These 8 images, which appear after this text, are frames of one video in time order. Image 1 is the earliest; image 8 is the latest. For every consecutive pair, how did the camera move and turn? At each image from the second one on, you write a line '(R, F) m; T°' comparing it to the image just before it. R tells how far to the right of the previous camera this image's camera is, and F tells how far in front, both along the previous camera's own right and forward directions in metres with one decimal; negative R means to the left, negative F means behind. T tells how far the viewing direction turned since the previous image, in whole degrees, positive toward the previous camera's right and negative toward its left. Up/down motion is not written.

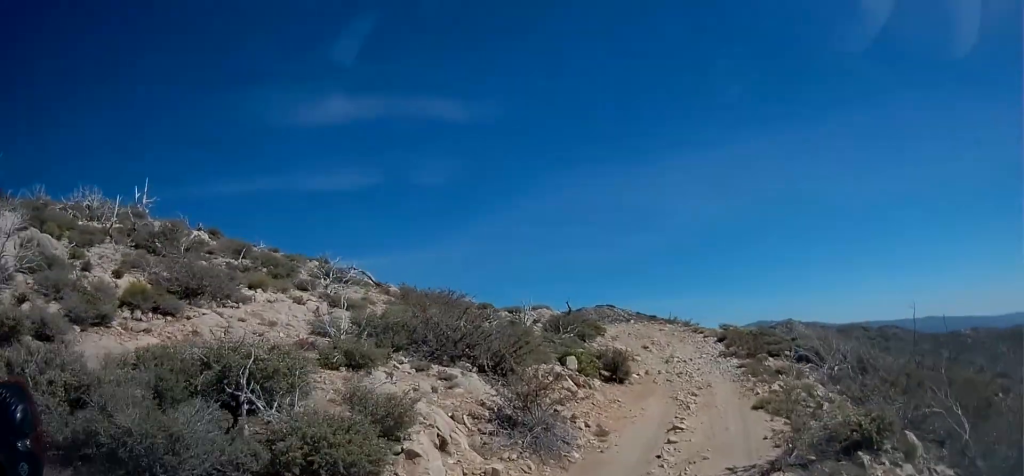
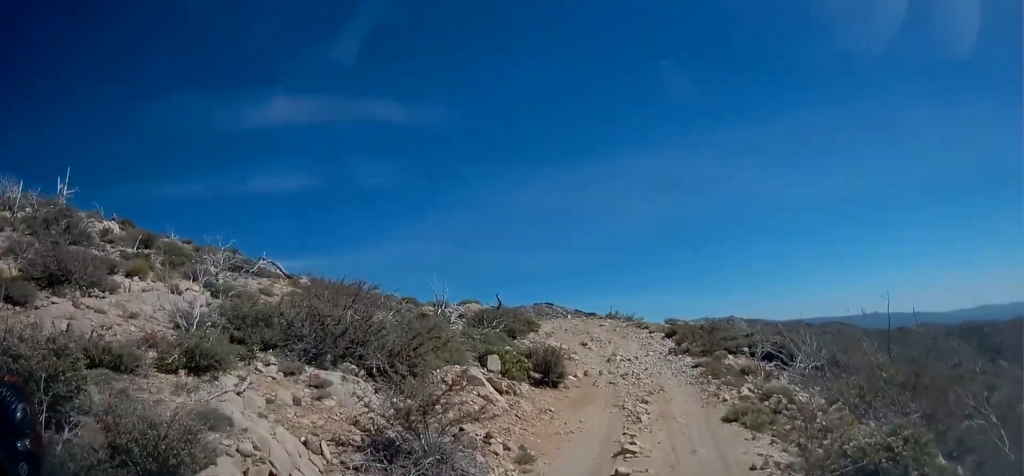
(+0.5, +2.6) m; +9°
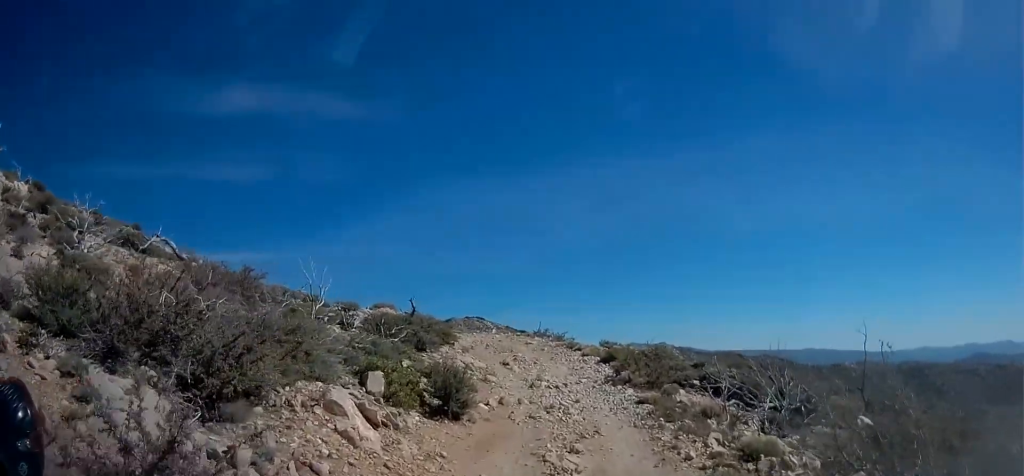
(+0.2, +3.1) m; +3°
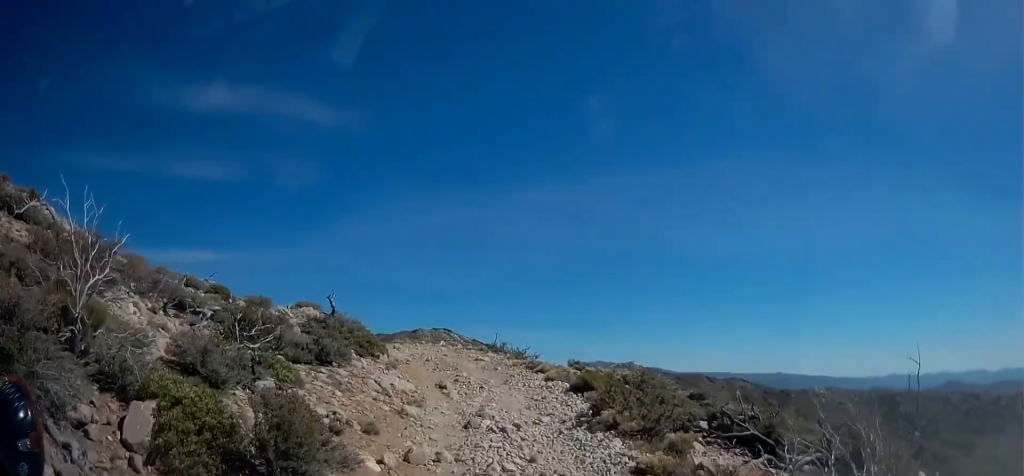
(0.0, +4.8) m; 0°
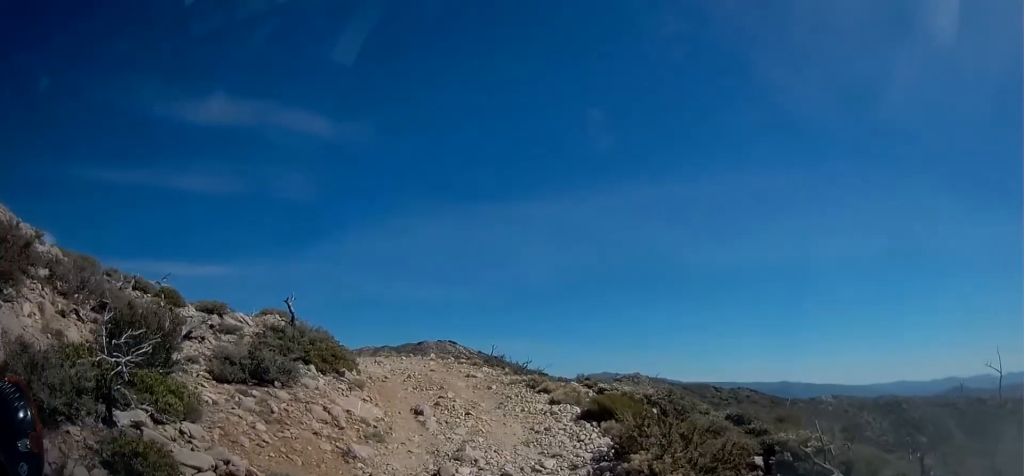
(0.0, +3.1) m; 0°
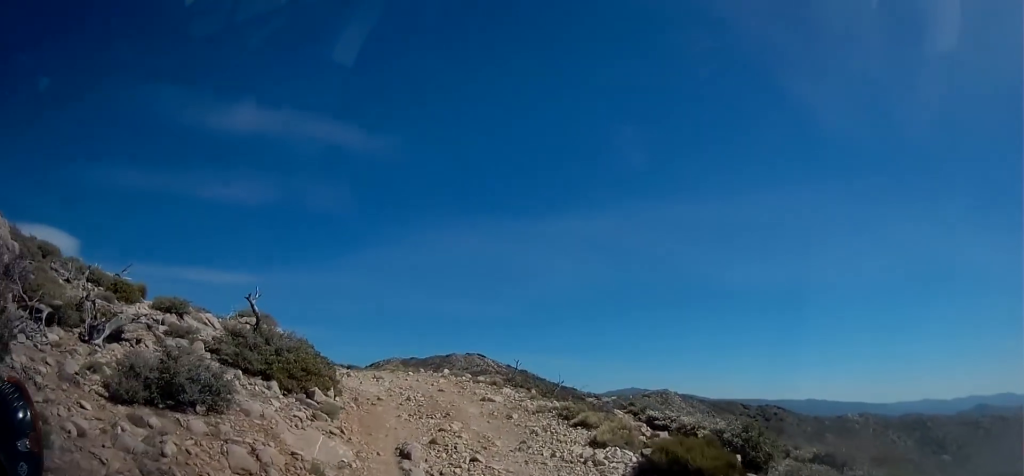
(0.0, +3.3) m; 0°
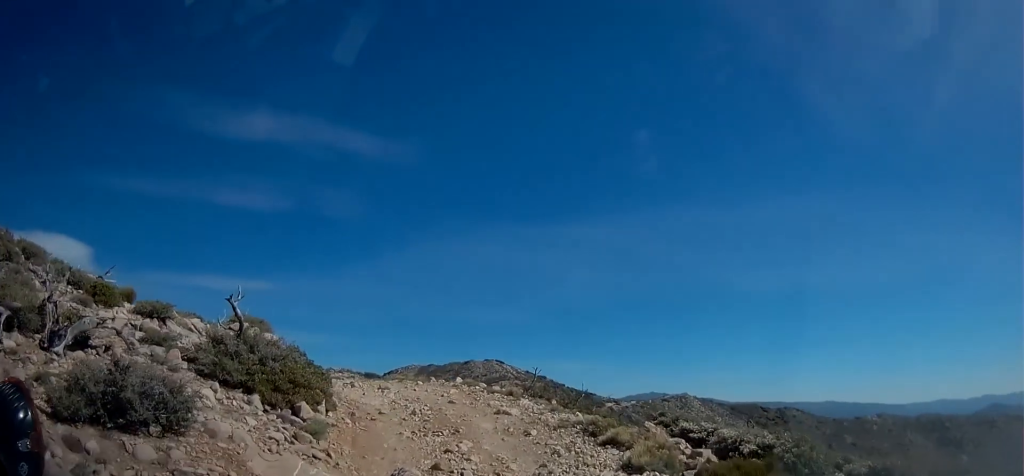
(0.0, +1.3) m; 0°
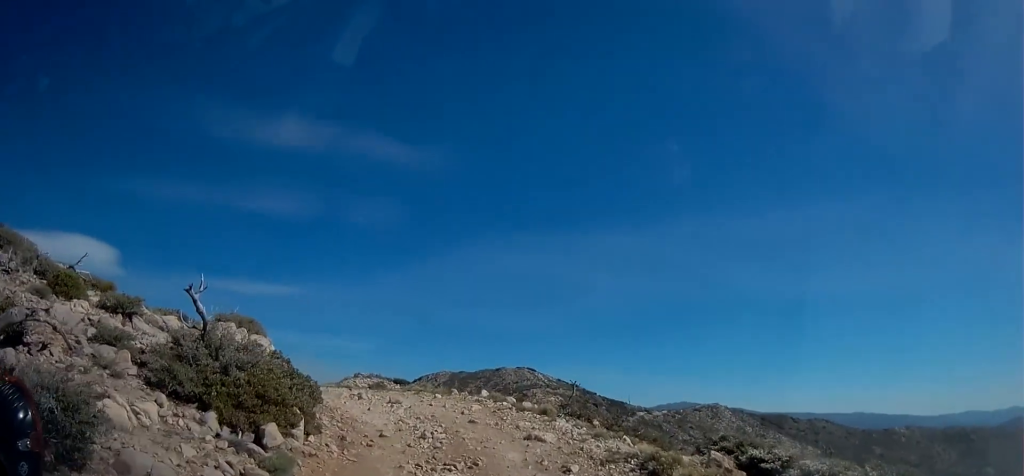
(0.0, +2.2) m; -3°
